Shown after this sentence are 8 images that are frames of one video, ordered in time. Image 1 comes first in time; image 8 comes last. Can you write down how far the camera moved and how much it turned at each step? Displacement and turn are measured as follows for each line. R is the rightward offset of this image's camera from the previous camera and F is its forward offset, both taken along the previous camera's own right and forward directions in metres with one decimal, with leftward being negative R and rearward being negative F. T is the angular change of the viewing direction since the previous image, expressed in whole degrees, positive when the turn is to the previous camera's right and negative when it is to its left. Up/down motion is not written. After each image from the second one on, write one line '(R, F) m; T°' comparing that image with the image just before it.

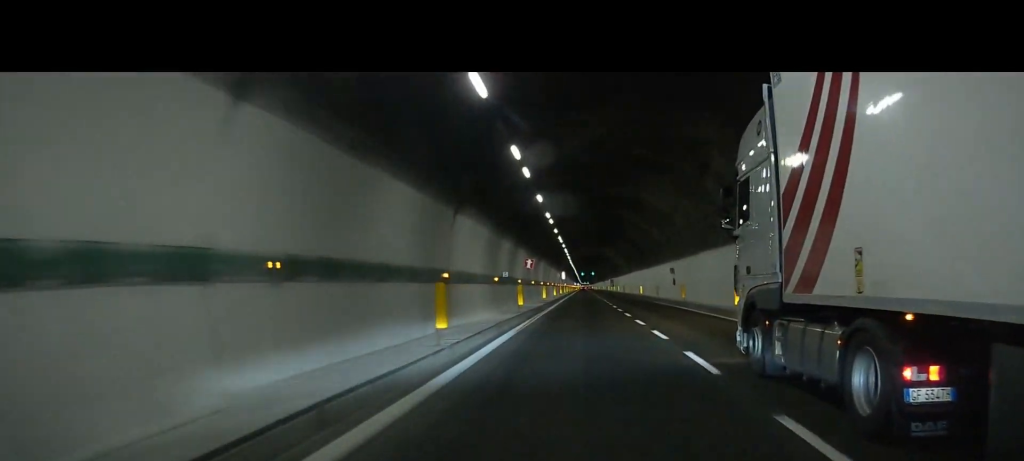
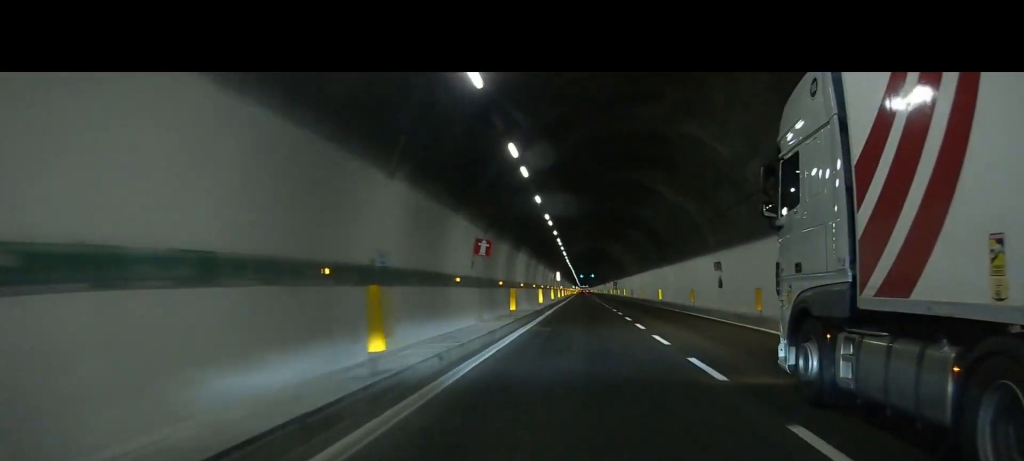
(0.0, +17.3) m; 0°
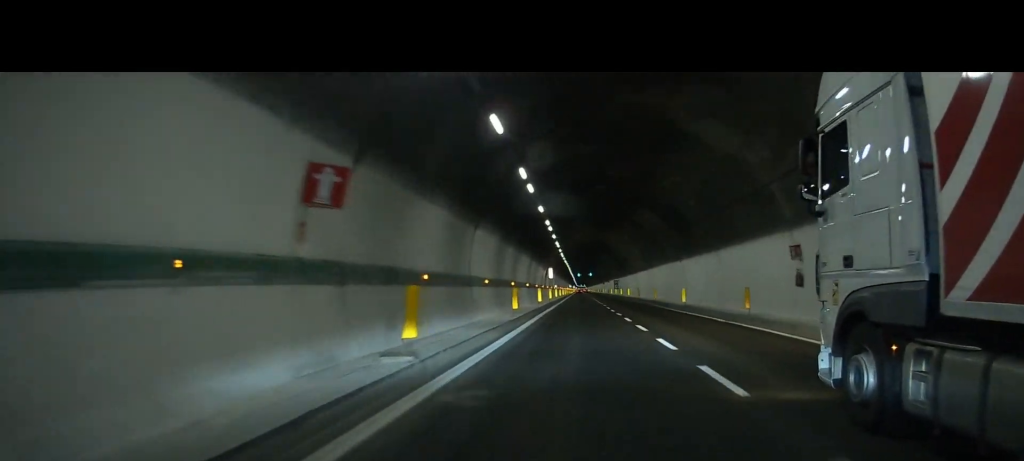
(0.0, +12.9) m; 0°
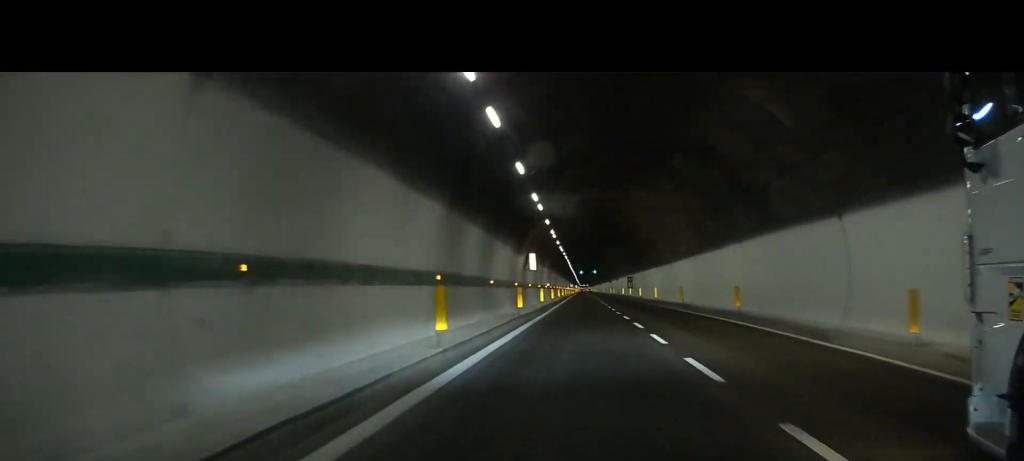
(0.0, +27.3) m; 0°
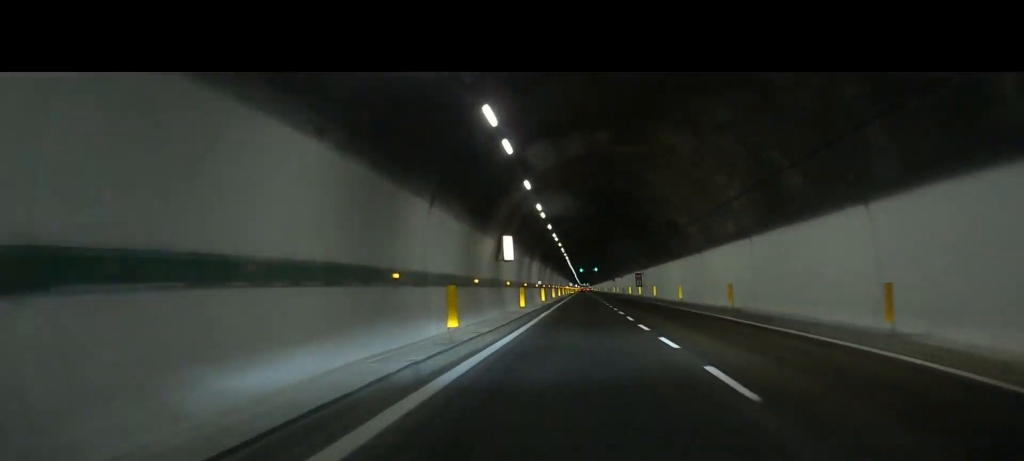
(0.0, +13.3) m; 0°
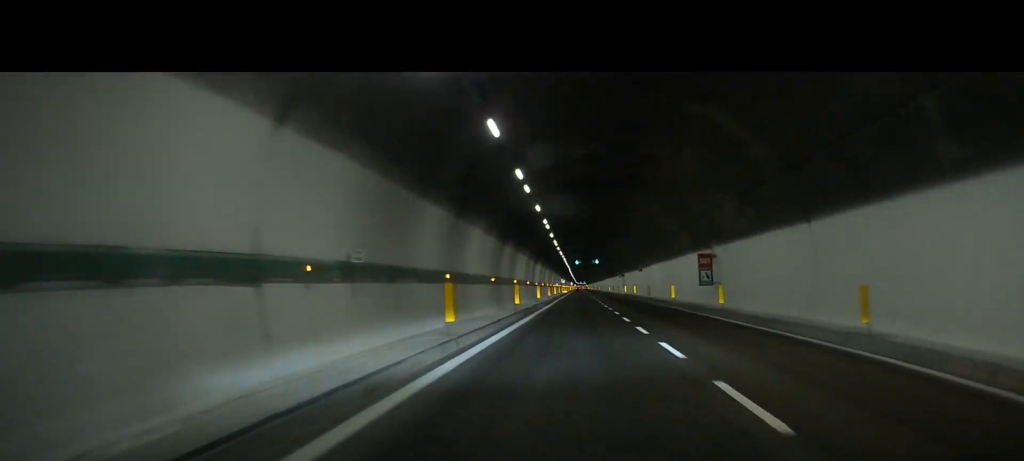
(0.0, +42.6) m; 0°
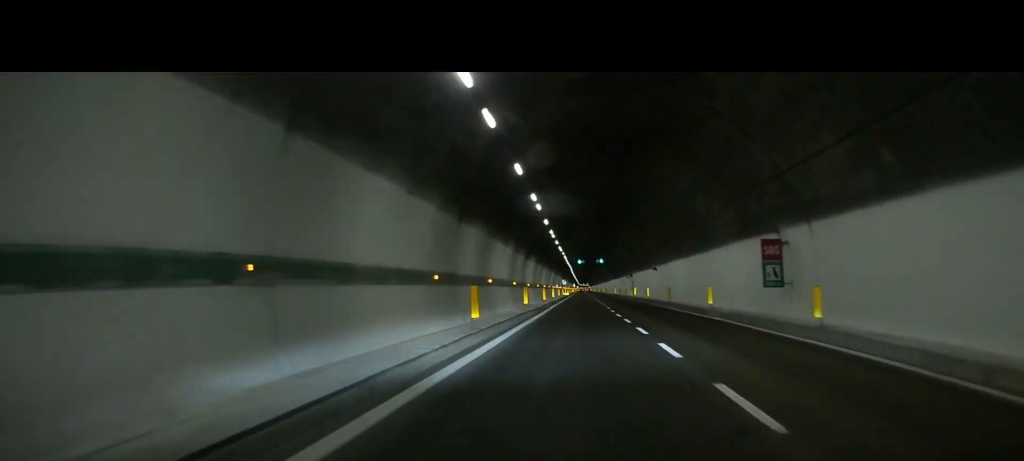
(0.0, +11.6) m; 0°
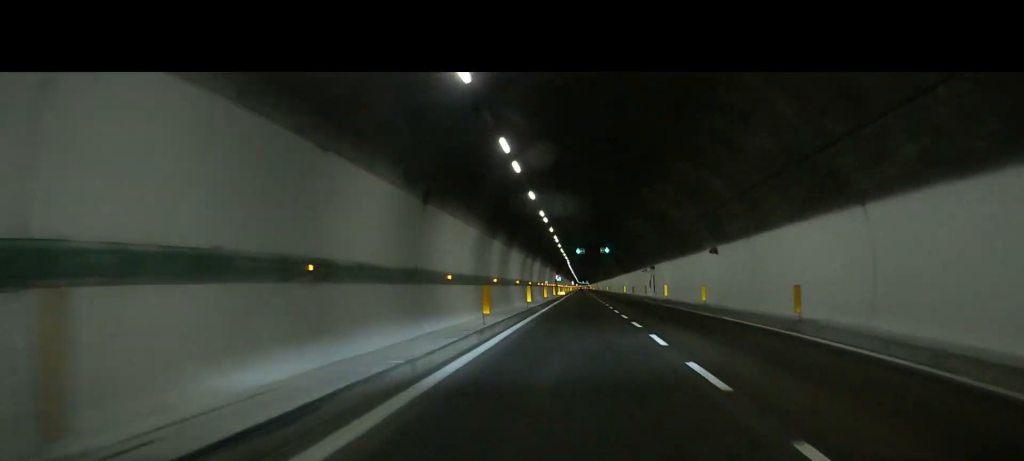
(0.0, +27.9) m; 0°
